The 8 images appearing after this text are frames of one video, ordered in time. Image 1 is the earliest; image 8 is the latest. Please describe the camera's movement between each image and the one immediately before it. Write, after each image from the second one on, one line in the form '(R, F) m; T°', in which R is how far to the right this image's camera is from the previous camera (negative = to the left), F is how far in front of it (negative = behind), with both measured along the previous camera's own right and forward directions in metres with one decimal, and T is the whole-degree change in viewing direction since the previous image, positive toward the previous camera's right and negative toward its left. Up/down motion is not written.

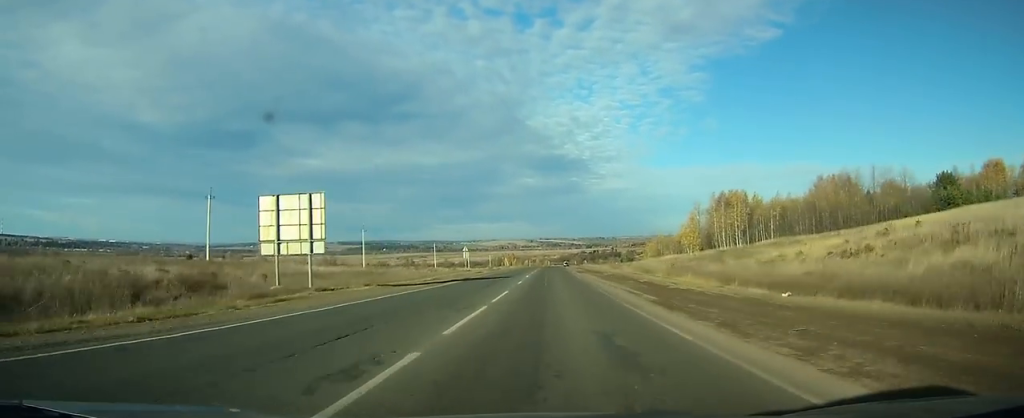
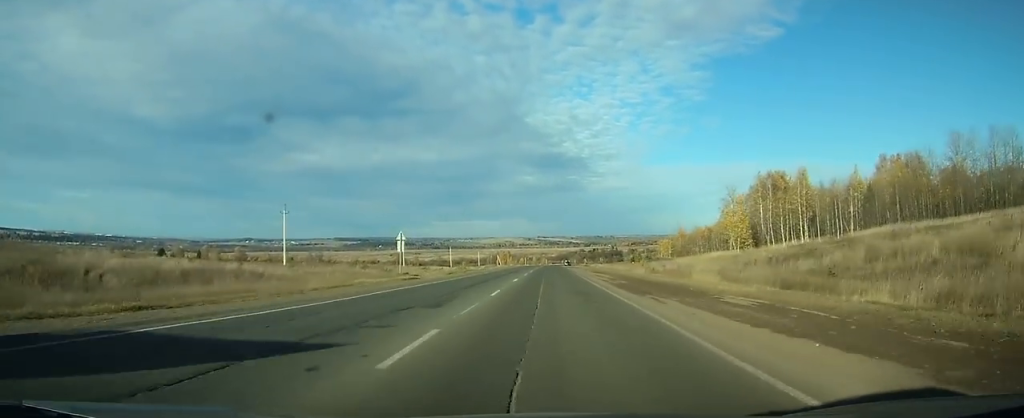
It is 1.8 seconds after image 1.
(0.0, +36.7) m; 0°
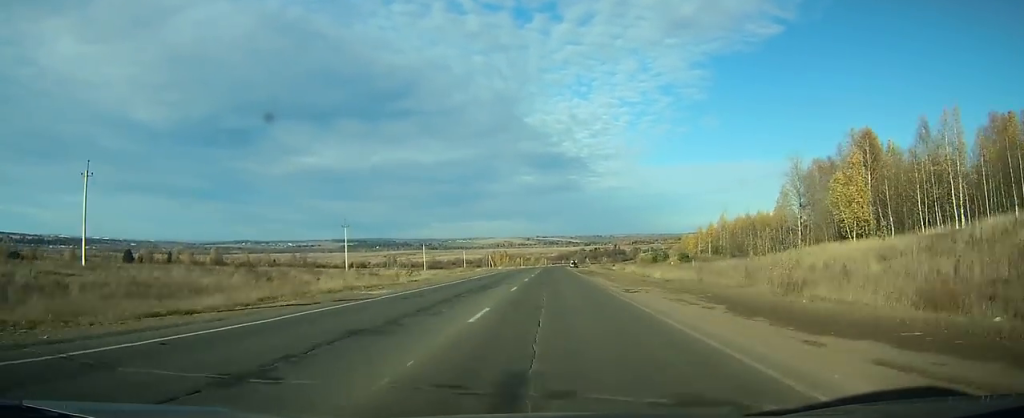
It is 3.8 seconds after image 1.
(-0.1, +42.5) m; 0°
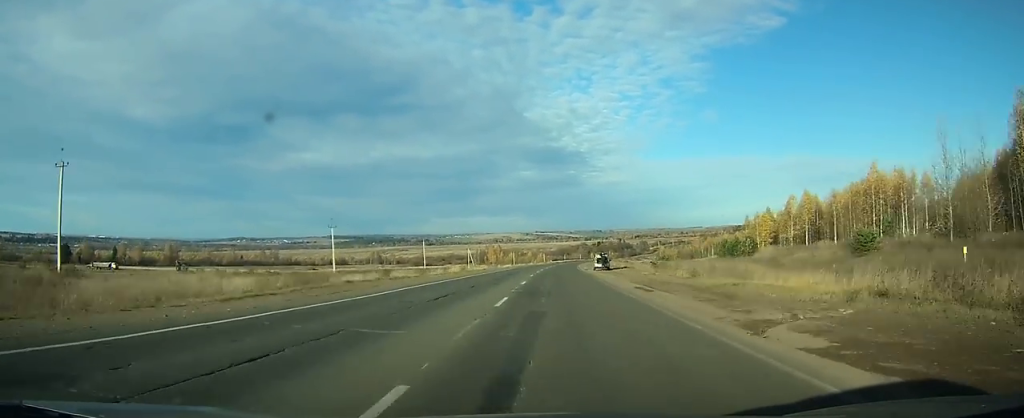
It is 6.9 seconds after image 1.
(+0.5, +68.2) m; +1°
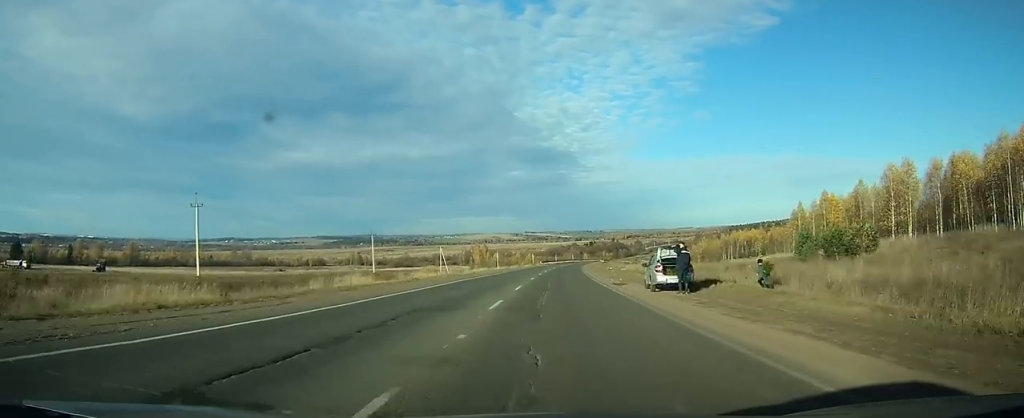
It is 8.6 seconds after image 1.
(+0.1, +36.6) m; 0°
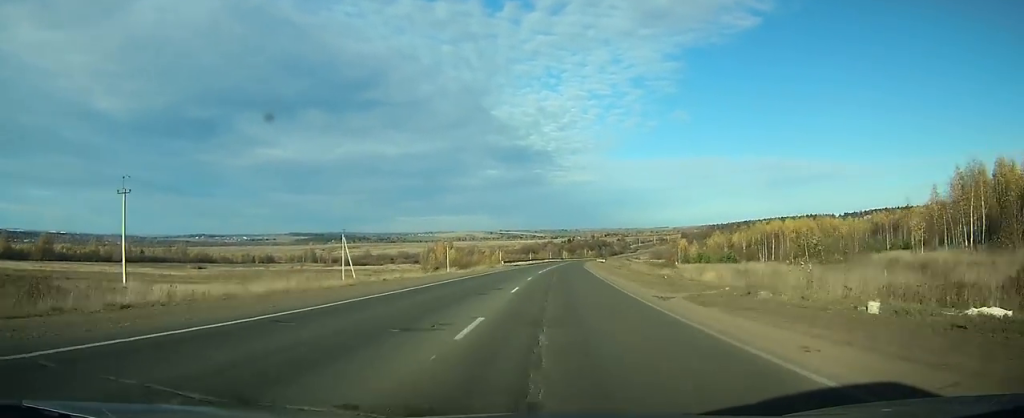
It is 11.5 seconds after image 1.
(+0.6, +65.1) m; +1°
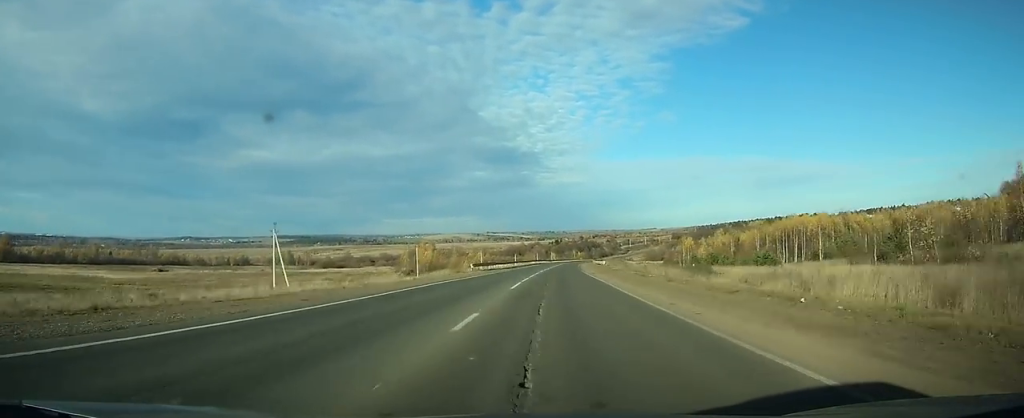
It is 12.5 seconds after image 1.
(+0.2, +22.7) m; +1°
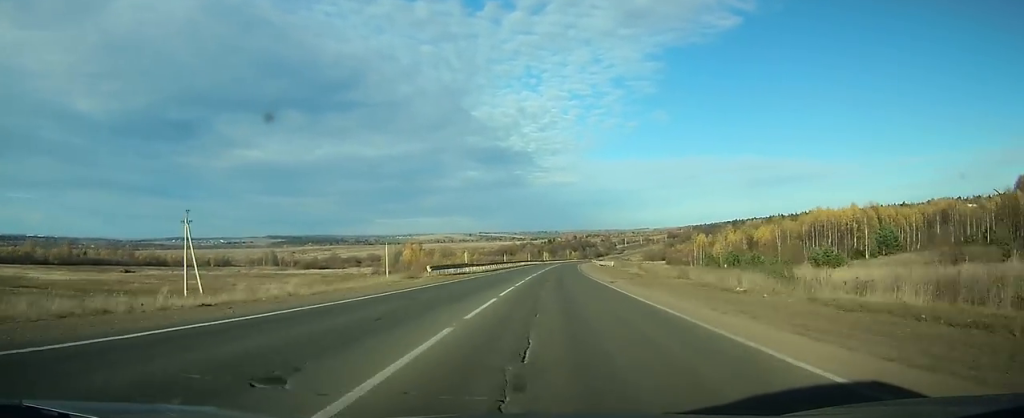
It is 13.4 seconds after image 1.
(0.0, +19.7) m; +1°
